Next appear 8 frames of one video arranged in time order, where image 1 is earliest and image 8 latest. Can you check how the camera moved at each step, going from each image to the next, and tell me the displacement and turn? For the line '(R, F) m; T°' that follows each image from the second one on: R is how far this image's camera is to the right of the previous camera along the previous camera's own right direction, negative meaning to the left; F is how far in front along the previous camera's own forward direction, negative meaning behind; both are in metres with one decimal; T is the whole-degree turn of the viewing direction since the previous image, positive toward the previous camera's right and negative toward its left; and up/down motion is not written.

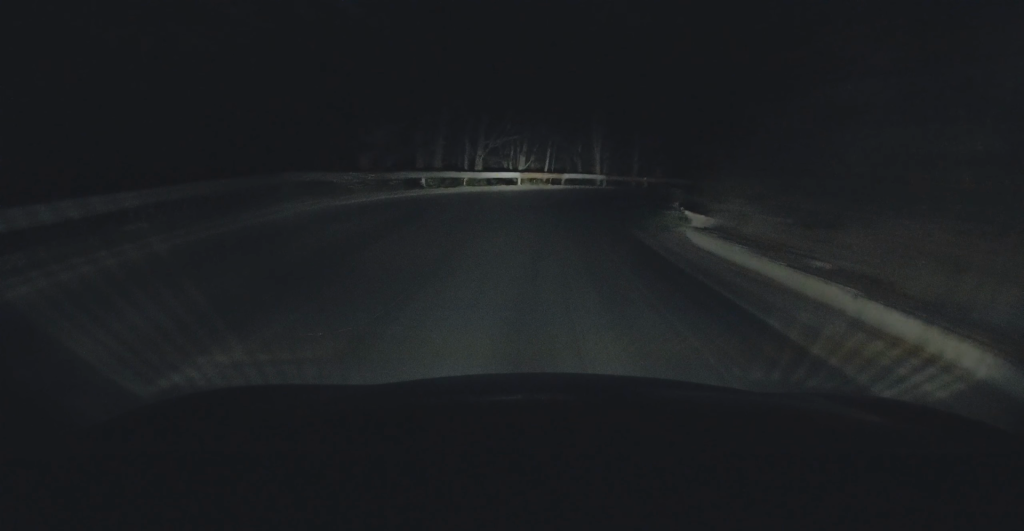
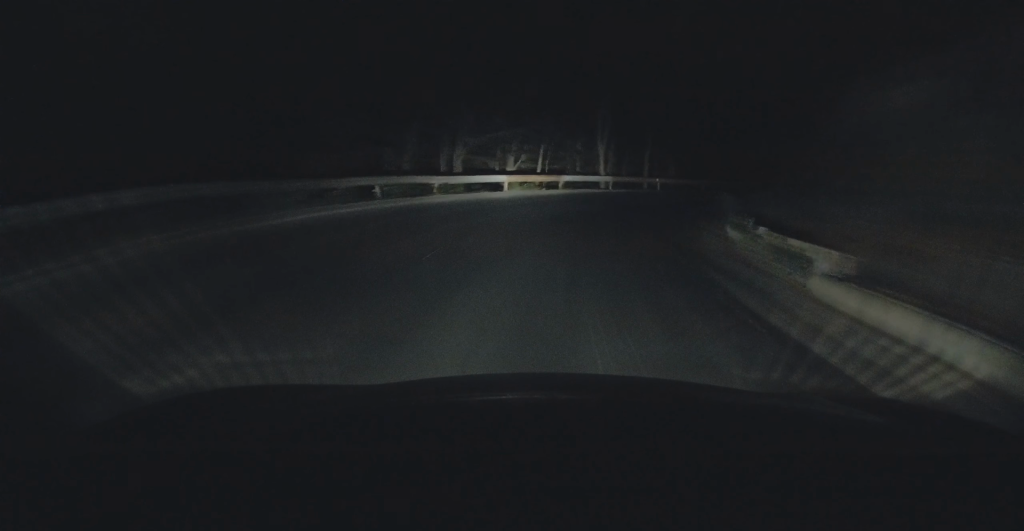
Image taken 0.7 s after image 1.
(0.0, +7.7) m; +2°
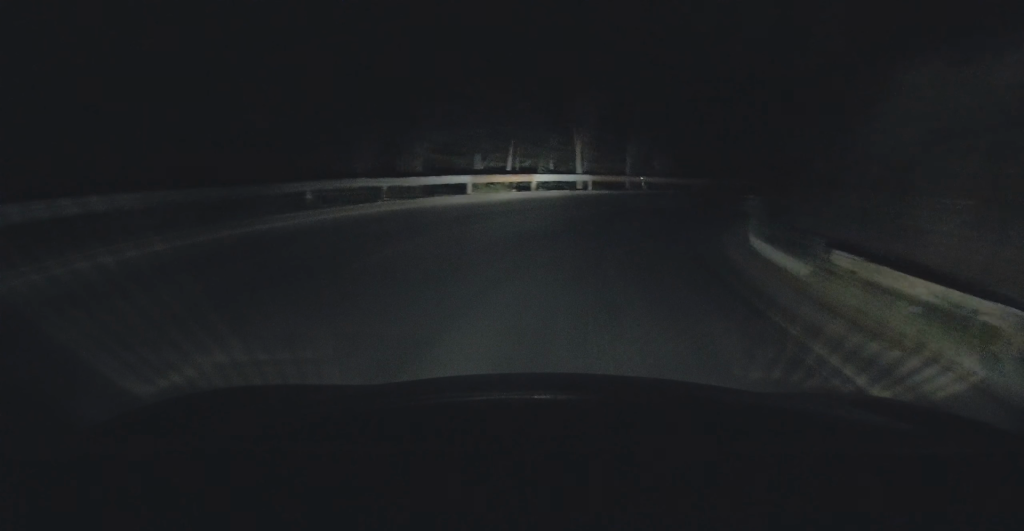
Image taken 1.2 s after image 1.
(0.0, +4.6) m; +2°
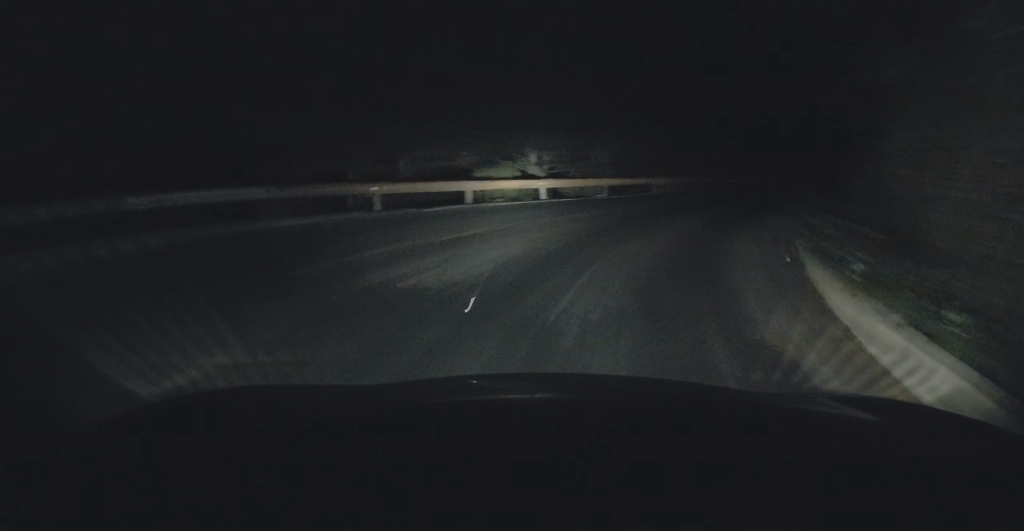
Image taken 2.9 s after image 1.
(+2.3, +18.4) m; +17°
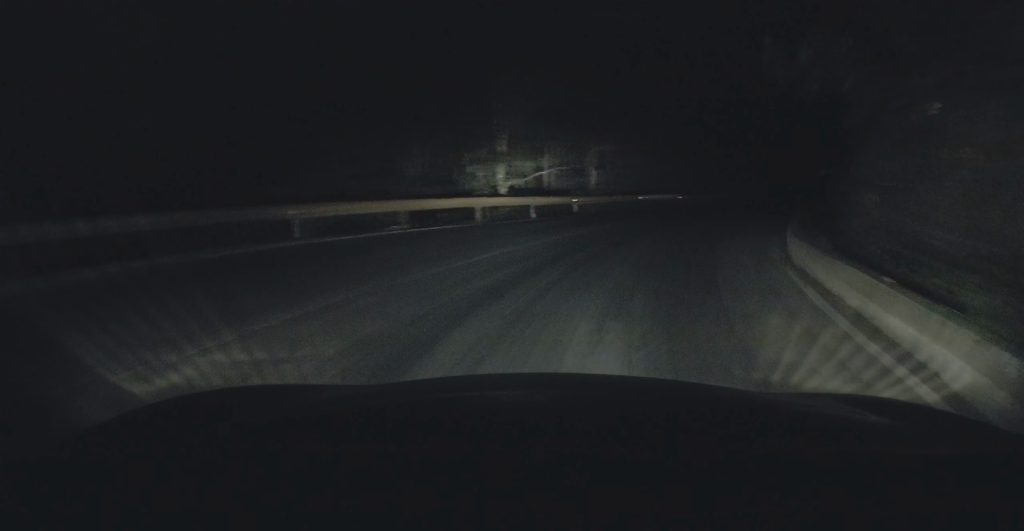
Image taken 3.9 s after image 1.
(+1.3, +11.2) m; +14°
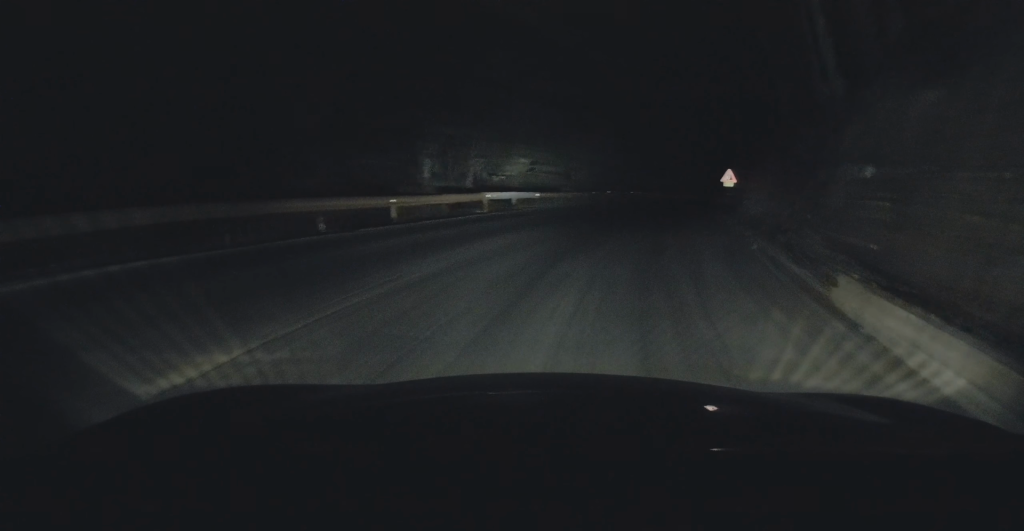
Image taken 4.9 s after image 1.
(+1.1, +9.9) m; +8°
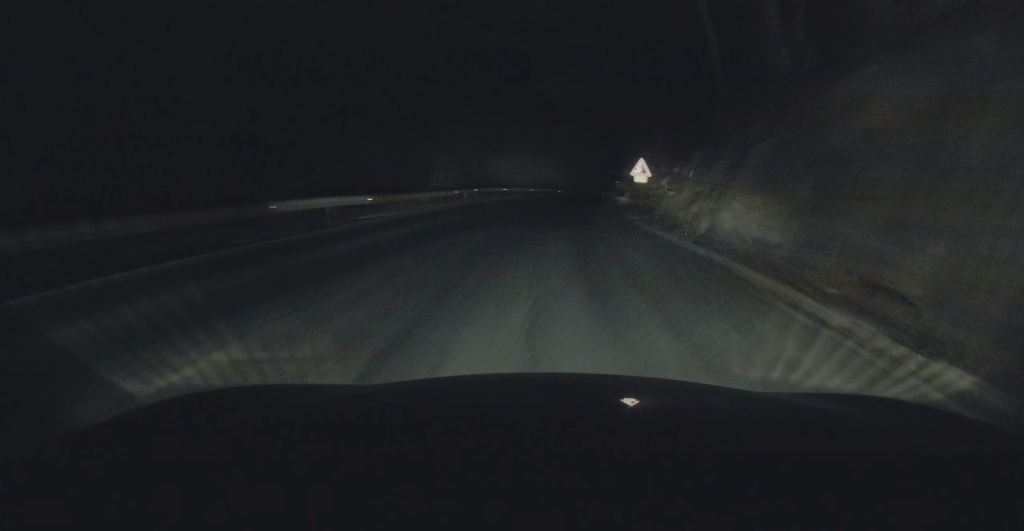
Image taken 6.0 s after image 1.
(+0.4, +10.8) m; +8°
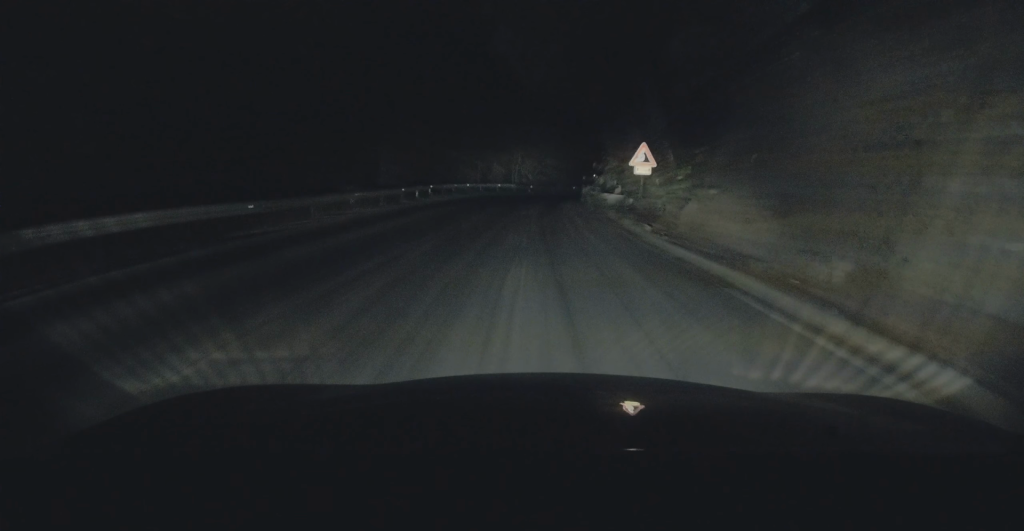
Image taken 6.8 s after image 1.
(+0.7, +7.0) m; +5°
